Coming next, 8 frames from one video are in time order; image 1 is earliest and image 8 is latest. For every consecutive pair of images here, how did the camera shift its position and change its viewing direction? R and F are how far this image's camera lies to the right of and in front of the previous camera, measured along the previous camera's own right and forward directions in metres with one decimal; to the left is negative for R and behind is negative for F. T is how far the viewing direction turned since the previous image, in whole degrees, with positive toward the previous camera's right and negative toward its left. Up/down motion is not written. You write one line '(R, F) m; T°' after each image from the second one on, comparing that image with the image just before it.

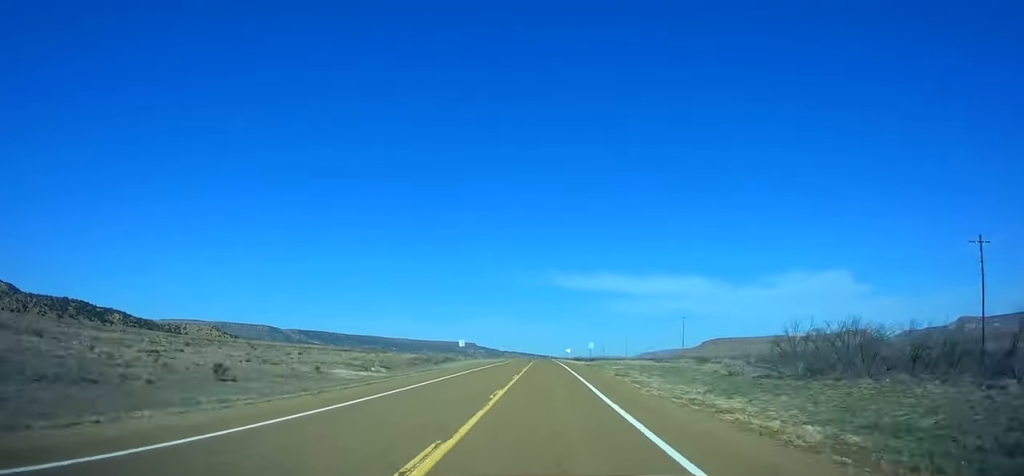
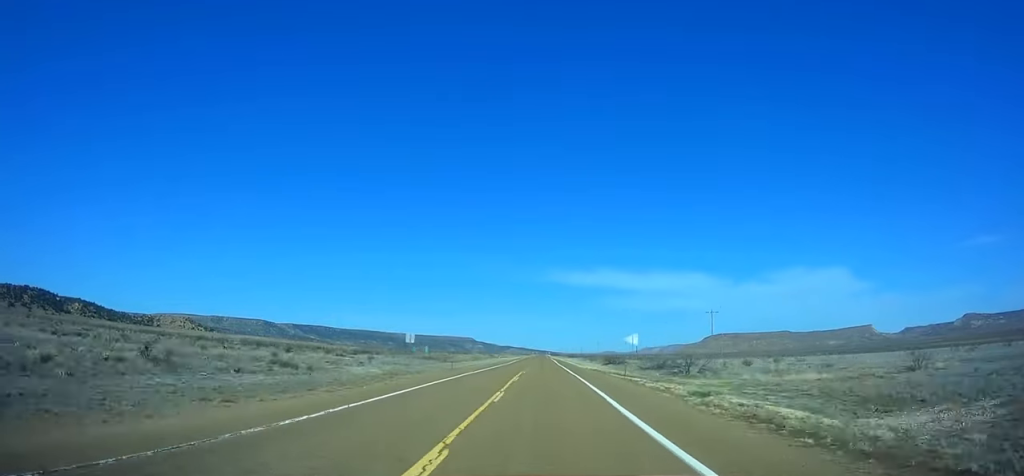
(0.0, +112.2) m; 0°
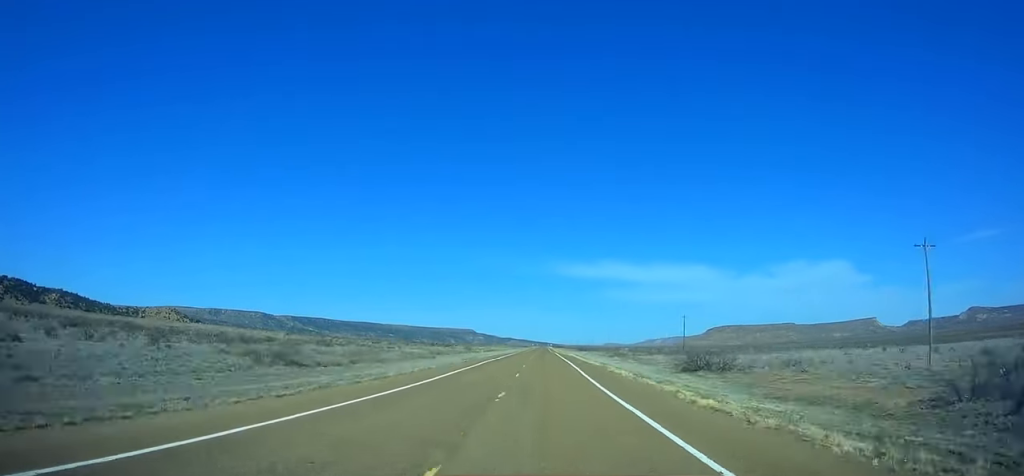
(0.0, +63.0) m; 0°
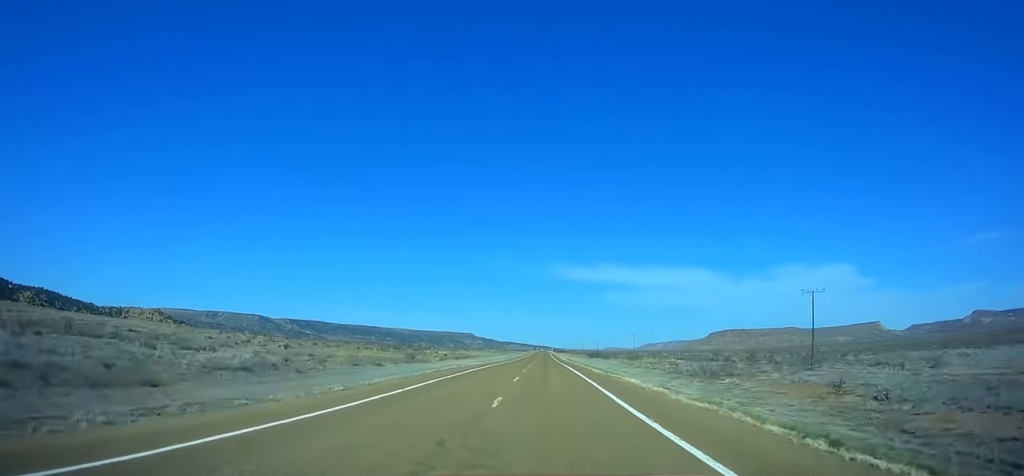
(0.0, +63.1) m; 0°
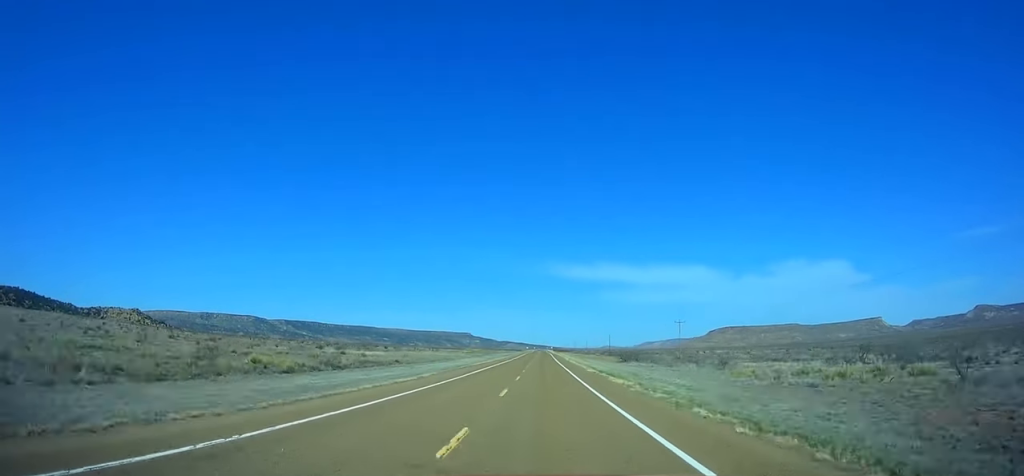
(0.0, +68.5) m; 0°
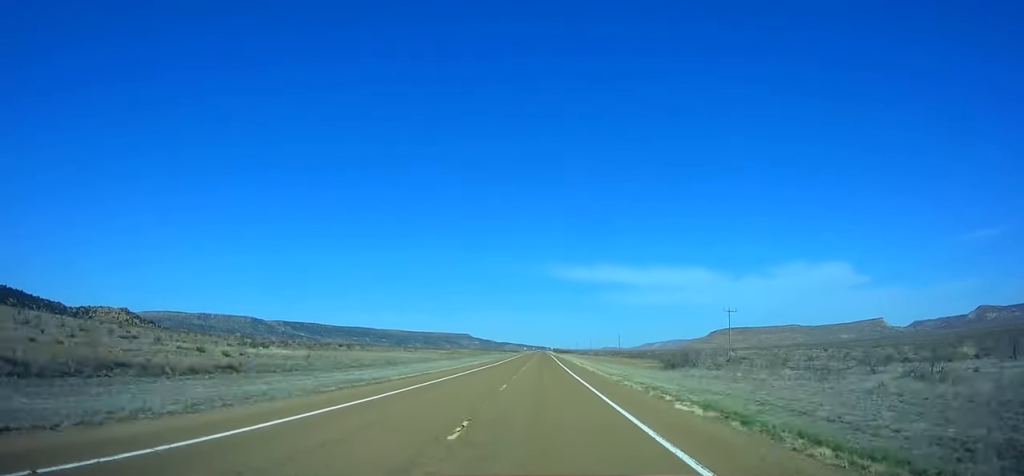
(-0.2, +35.7) m; 0°
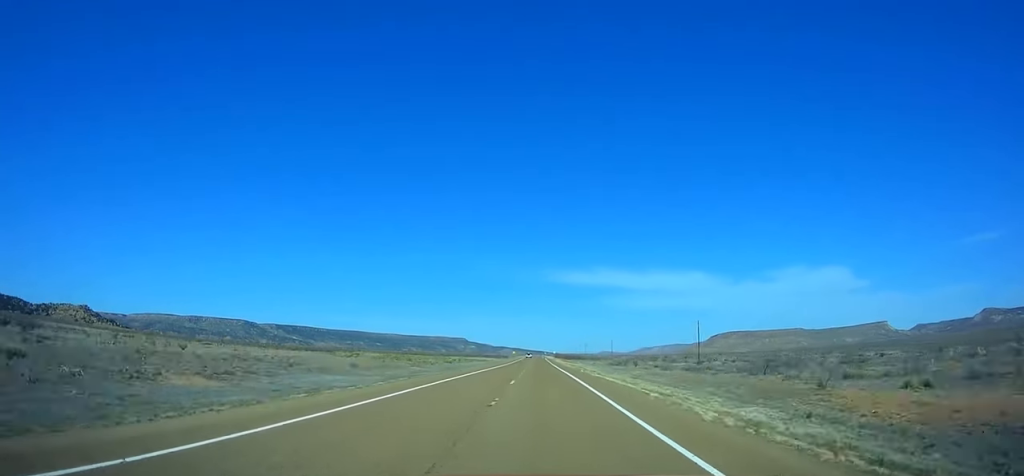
(+0.6, +117.9) m; 0°
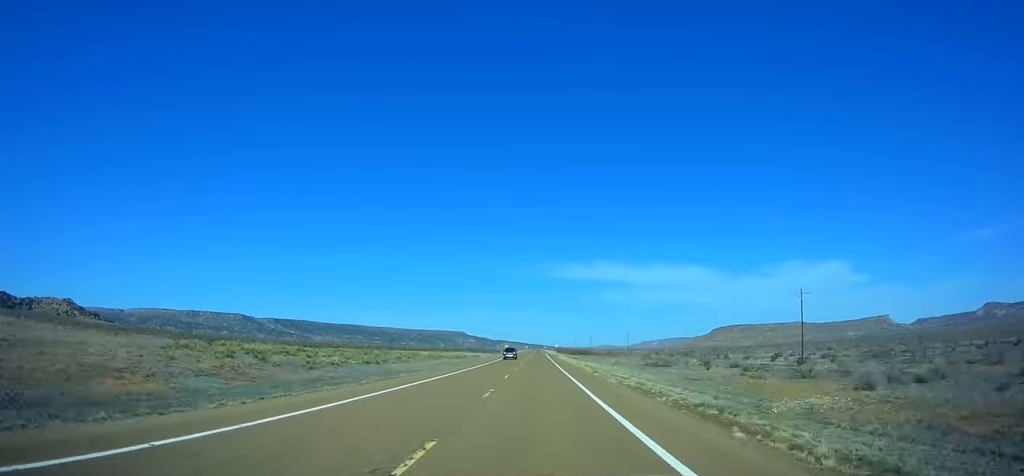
(-0.4, +46.6) m; 0°
